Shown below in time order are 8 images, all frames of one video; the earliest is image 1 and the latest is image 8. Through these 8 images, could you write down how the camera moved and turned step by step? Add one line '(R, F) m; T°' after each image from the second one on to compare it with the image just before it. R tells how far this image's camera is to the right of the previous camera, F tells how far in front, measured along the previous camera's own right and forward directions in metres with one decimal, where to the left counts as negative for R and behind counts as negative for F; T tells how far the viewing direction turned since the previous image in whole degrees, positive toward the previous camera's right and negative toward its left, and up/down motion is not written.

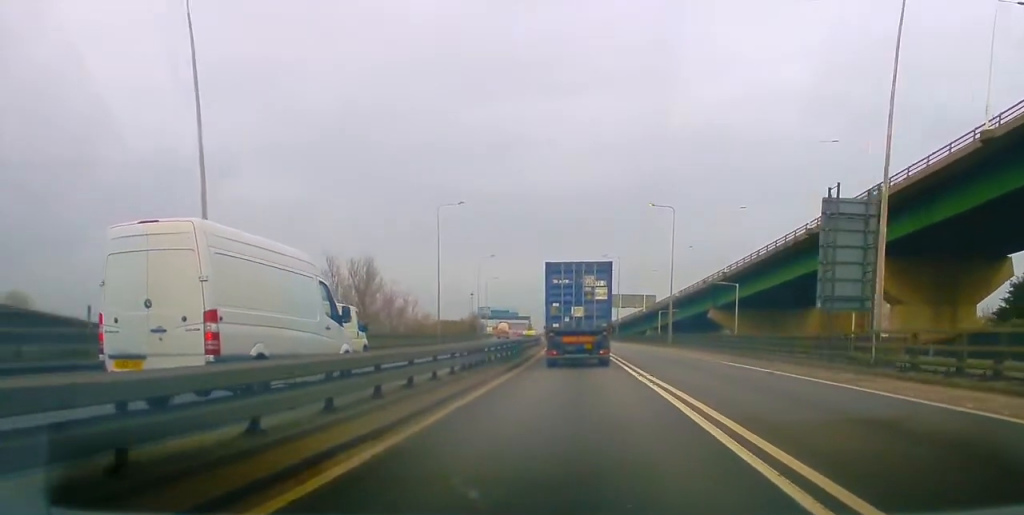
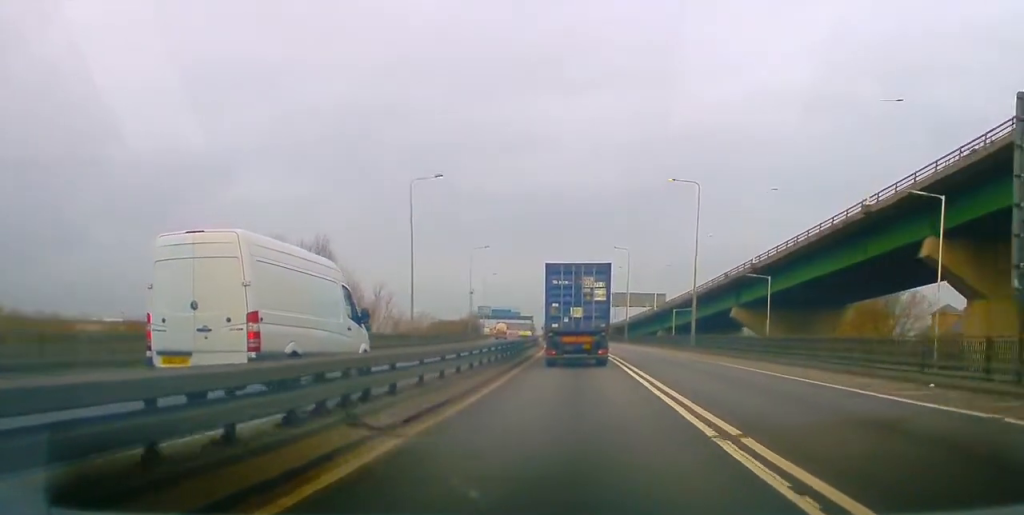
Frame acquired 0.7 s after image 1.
(+0.1, +14.1) m; 0°
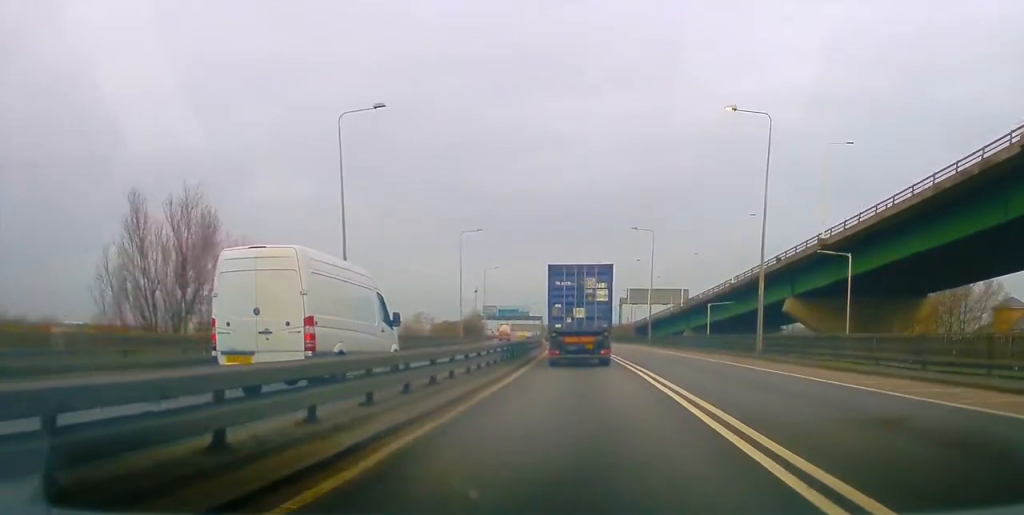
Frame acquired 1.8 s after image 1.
(-0.2, +21.5) m; 0°
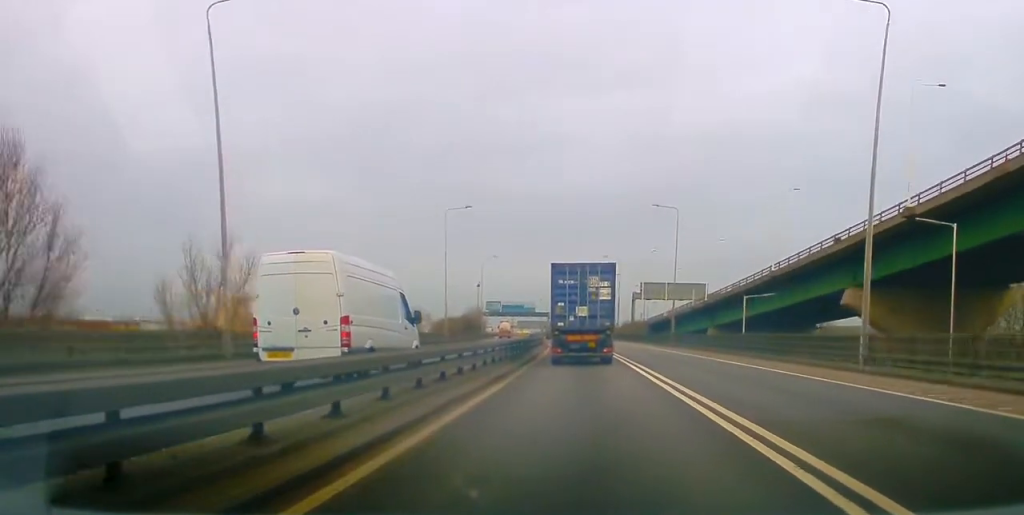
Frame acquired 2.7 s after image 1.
(+0.1, +16.2) m; -1°
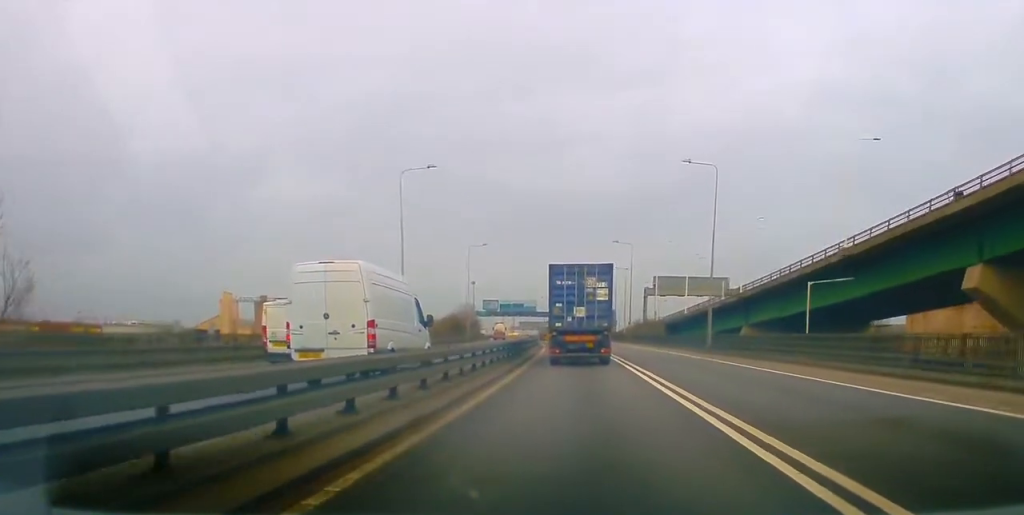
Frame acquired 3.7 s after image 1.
(-0.3, +20.9) m; -1°
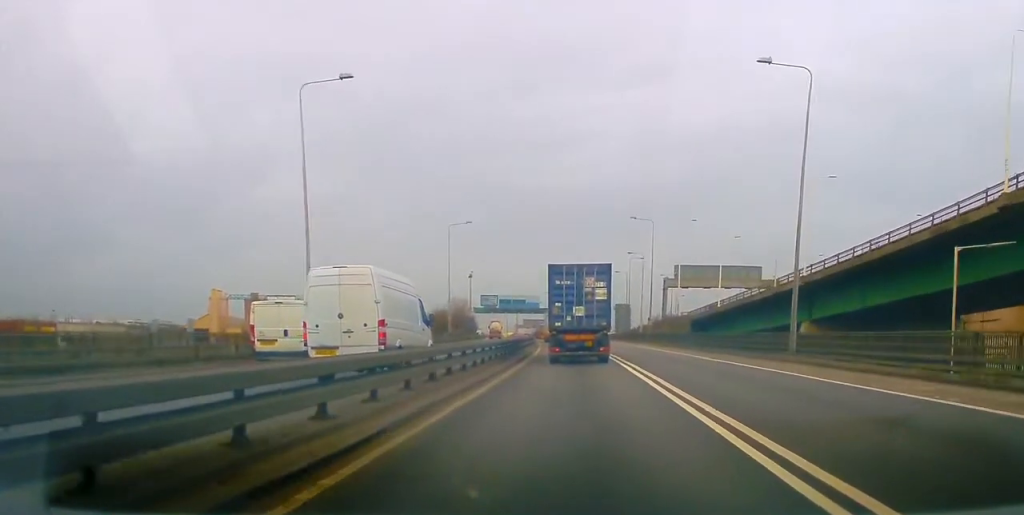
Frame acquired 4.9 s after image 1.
(-0.1, +22.4) m; 0°
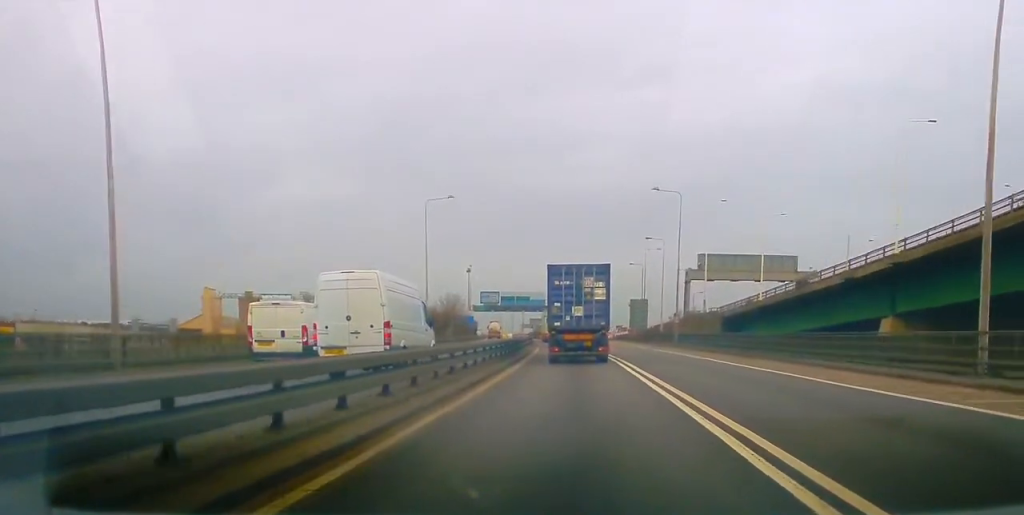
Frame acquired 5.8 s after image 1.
(-0.1, +18.0) m; -1°
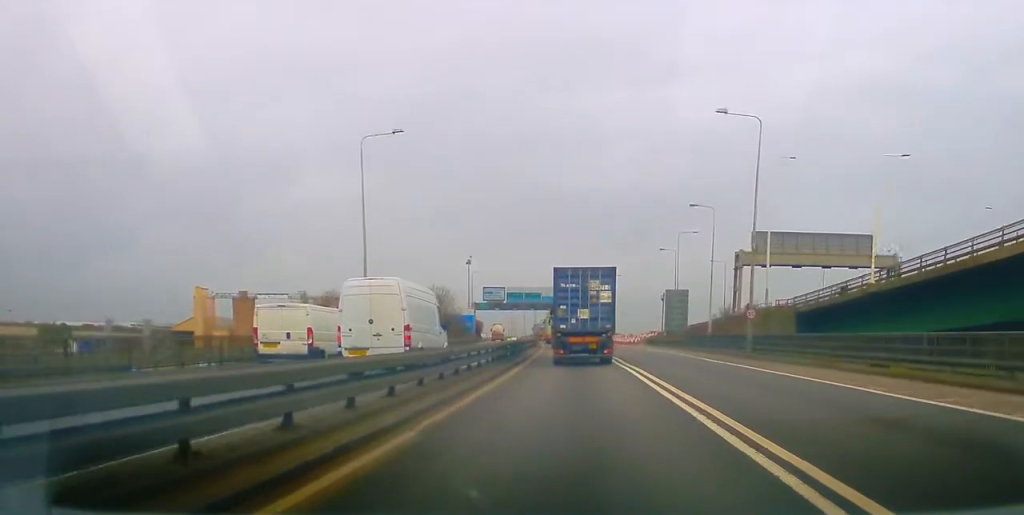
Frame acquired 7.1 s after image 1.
(-0.2, +26.4) m; -1°
